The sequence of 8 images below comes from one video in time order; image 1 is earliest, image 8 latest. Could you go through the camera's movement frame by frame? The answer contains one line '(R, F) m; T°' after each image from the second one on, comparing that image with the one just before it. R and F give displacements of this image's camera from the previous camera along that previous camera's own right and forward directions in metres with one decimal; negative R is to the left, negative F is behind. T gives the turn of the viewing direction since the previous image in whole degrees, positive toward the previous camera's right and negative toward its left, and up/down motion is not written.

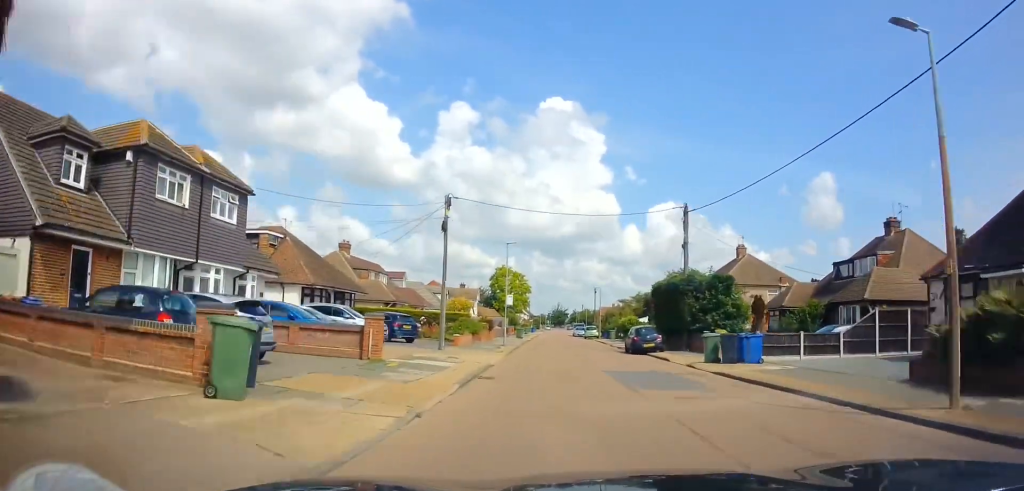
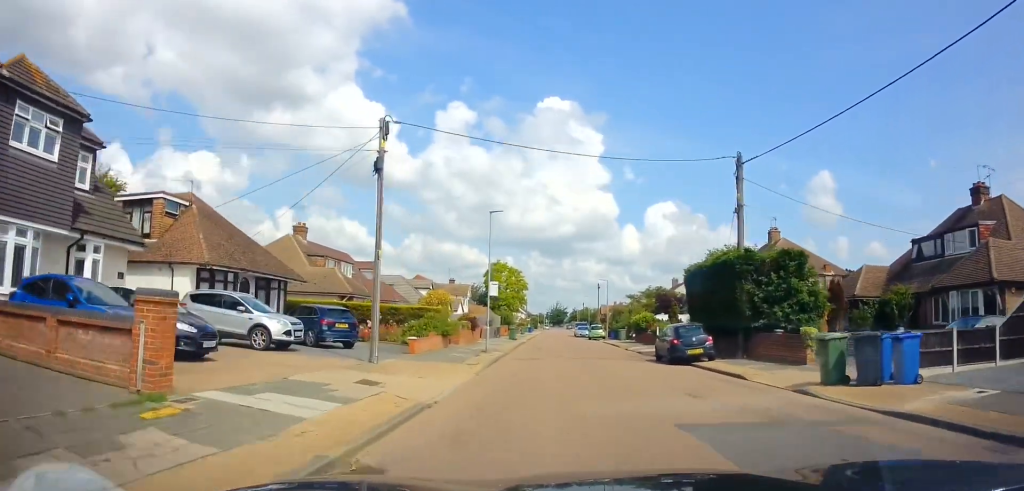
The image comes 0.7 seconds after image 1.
(-0.1, +8.9) m; 0°
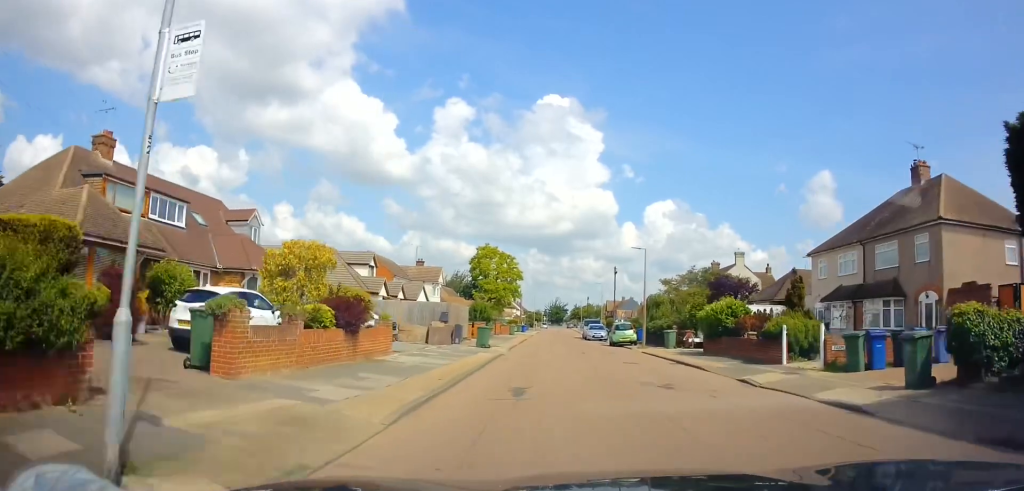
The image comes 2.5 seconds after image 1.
(-0.1, +22.1) m; -1°
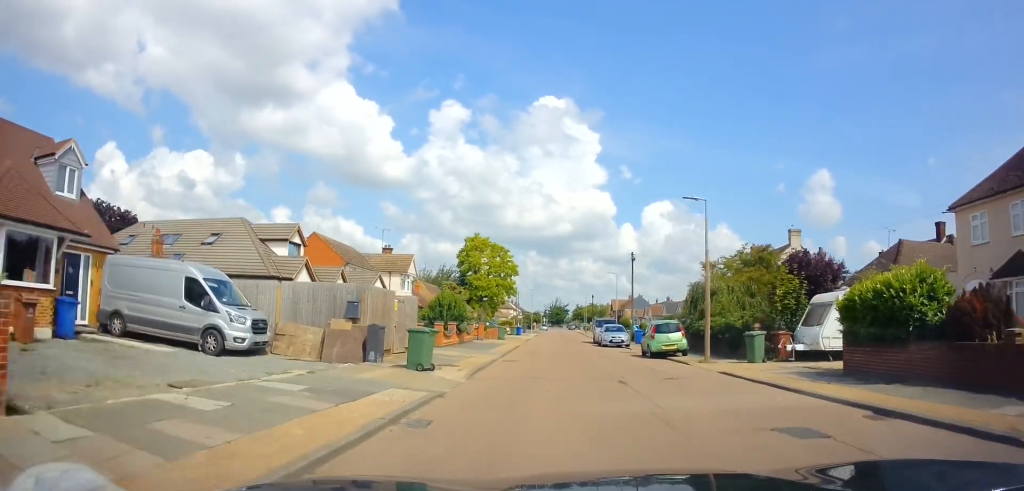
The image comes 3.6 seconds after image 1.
(+0.1, +13.1) m; 0°
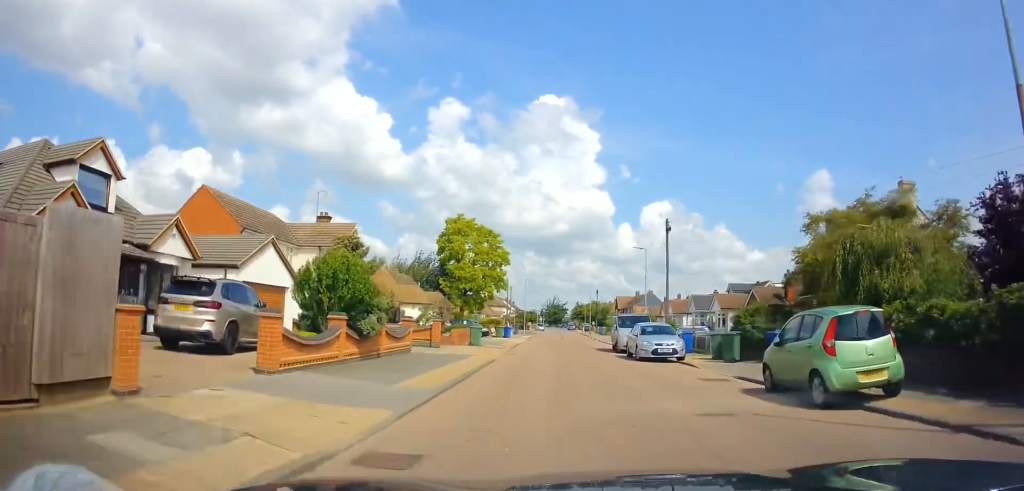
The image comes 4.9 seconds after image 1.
(-0.1, +15.6) m; 0°
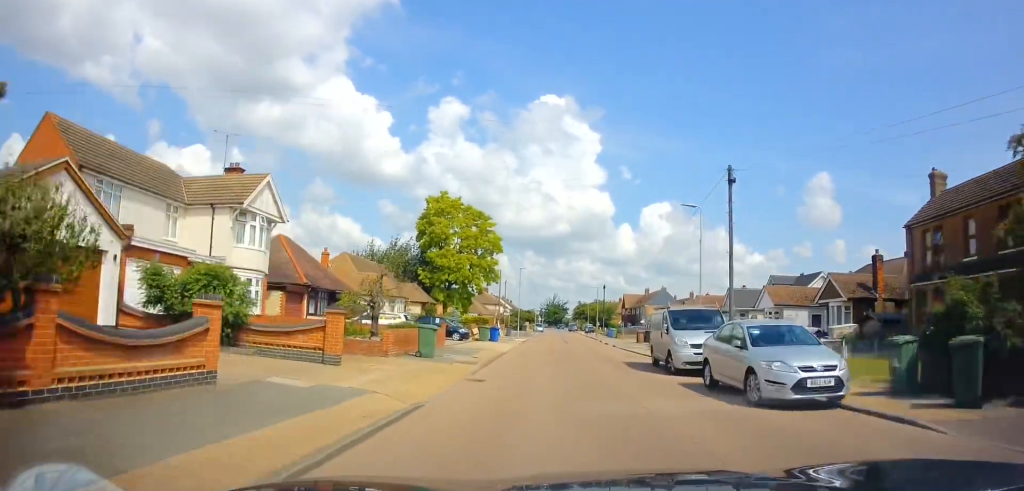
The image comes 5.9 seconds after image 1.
(+0.2, +12.2) m; +1°
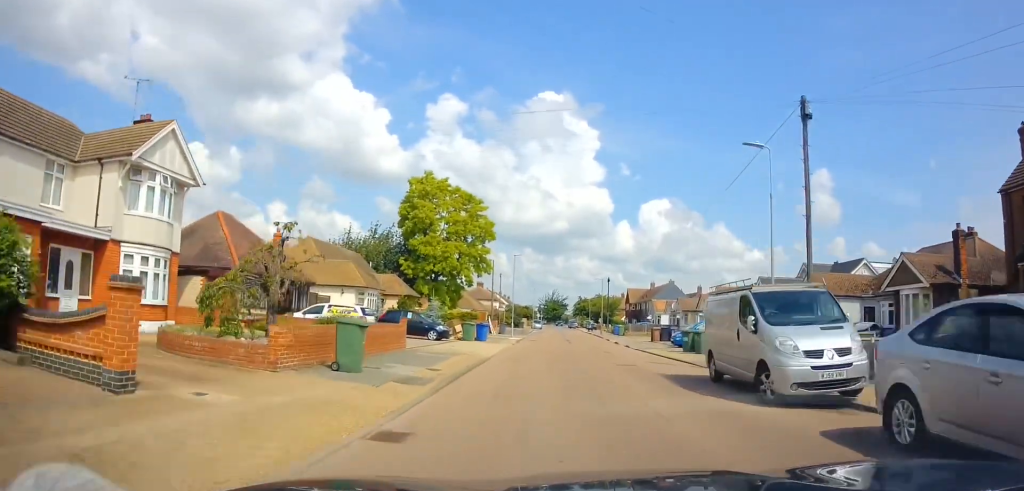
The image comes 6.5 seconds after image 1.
(+0.1, +7.7) m; -1°
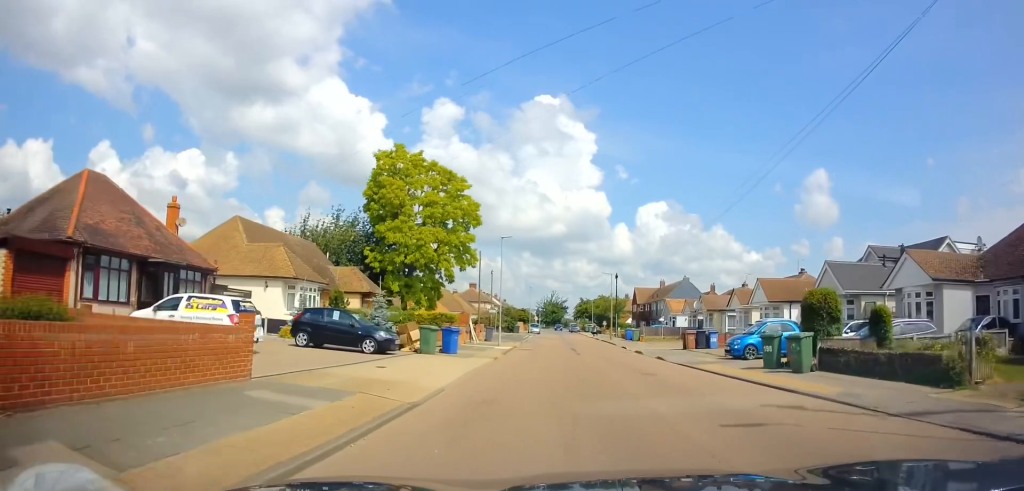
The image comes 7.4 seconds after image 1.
(-0.1, +10.3) m; -1°
